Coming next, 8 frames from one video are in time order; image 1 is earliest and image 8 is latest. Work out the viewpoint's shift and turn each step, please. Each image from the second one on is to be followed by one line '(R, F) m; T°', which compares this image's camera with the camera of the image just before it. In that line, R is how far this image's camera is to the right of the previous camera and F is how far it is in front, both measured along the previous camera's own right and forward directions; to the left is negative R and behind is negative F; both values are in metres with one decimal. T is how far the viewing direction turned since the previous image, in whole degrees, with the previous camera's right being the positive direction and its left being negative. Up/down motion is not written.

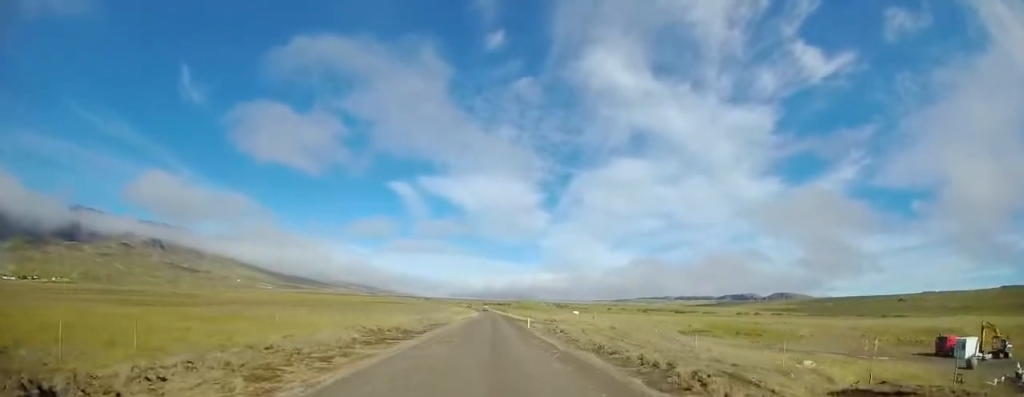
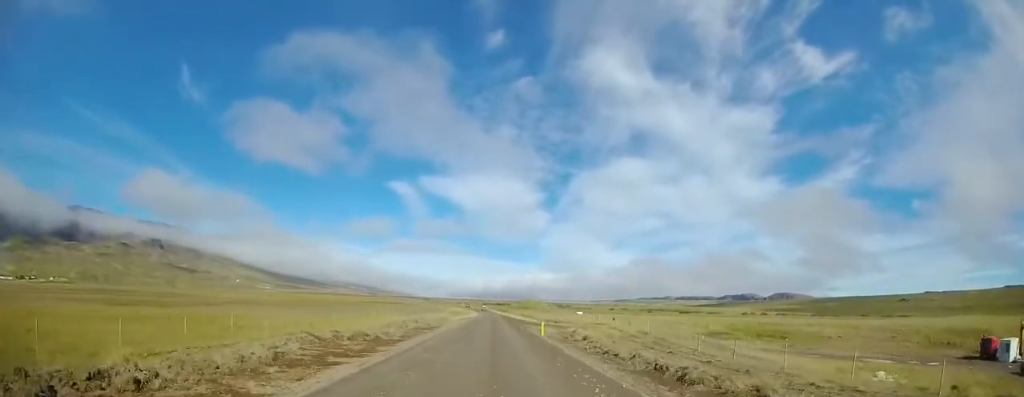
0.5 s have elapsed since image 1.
(0.0, +9.2) m; 0°
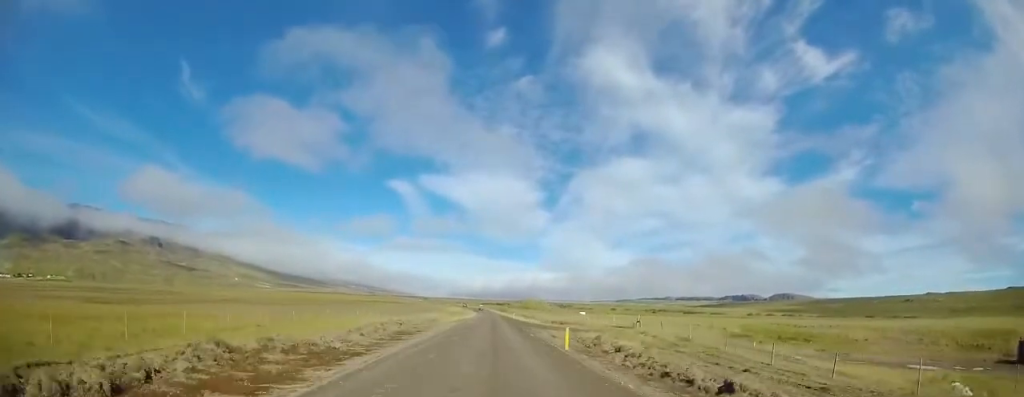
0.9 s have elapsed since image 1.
(0.0, +7.9) m; 0°
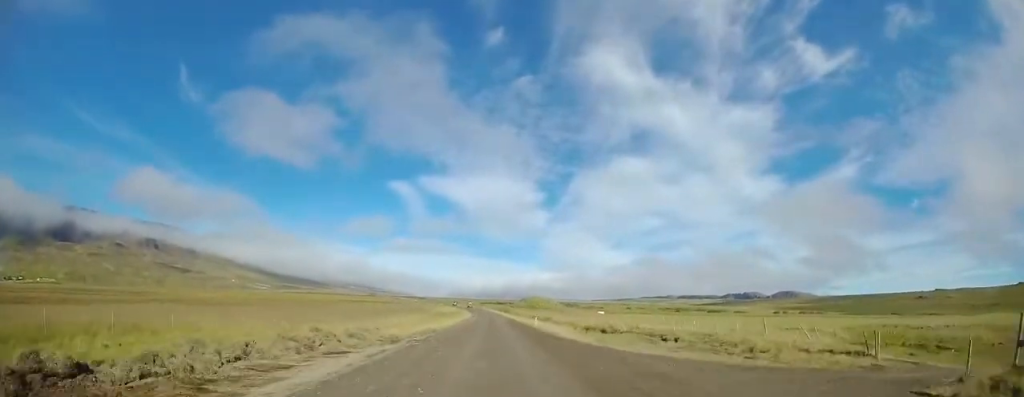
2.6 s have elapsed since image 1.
(-0.3, +33.6) m; -1°
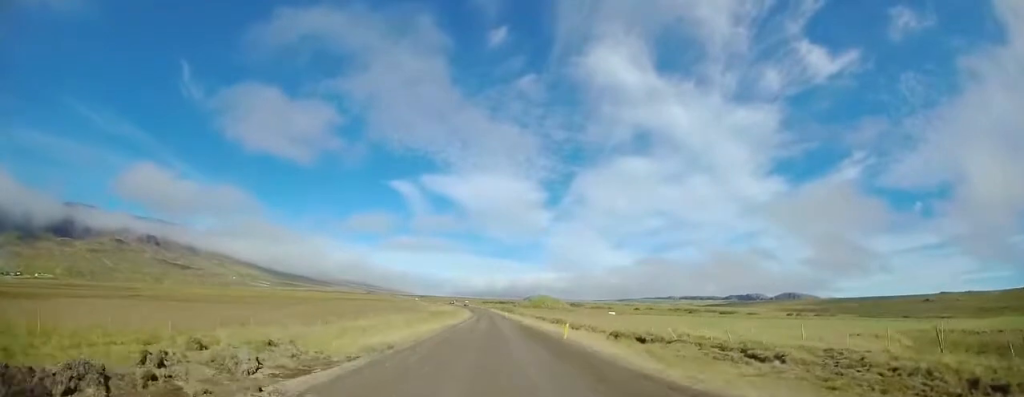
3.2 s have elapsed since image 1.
(0.0, +13.2) m; 0°
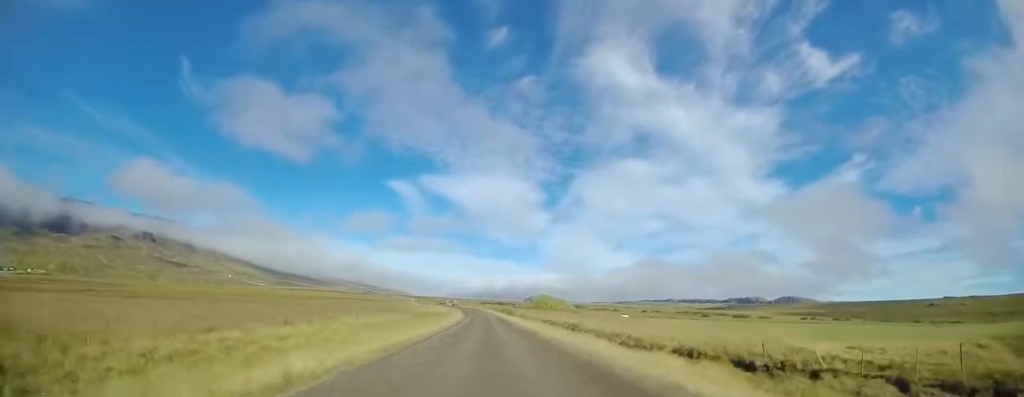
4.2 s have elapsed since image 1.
(-0.1, +18.3) m; 0°
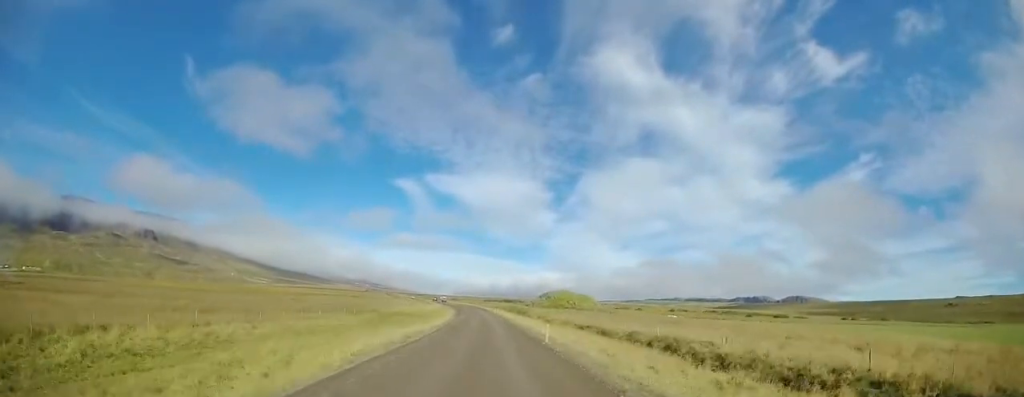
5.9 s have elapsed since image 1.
(0.0, +32.7) m; 0°
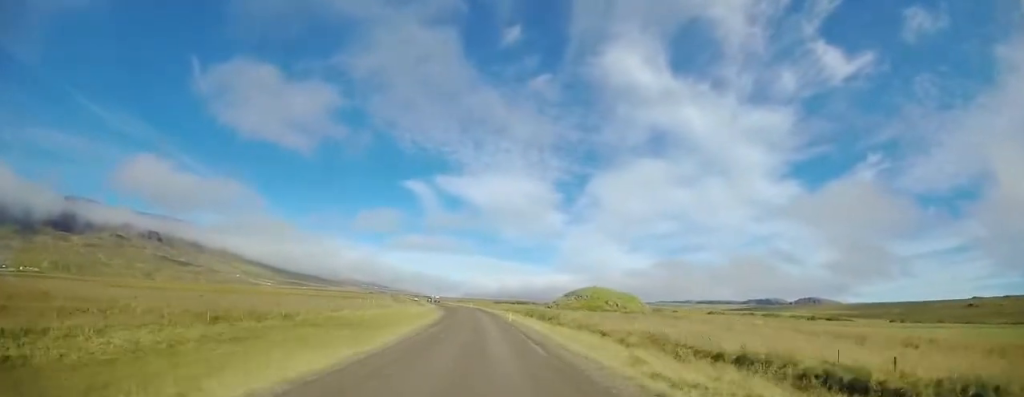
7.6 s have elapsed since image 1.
(-0.3, +32.2) m; -2°
